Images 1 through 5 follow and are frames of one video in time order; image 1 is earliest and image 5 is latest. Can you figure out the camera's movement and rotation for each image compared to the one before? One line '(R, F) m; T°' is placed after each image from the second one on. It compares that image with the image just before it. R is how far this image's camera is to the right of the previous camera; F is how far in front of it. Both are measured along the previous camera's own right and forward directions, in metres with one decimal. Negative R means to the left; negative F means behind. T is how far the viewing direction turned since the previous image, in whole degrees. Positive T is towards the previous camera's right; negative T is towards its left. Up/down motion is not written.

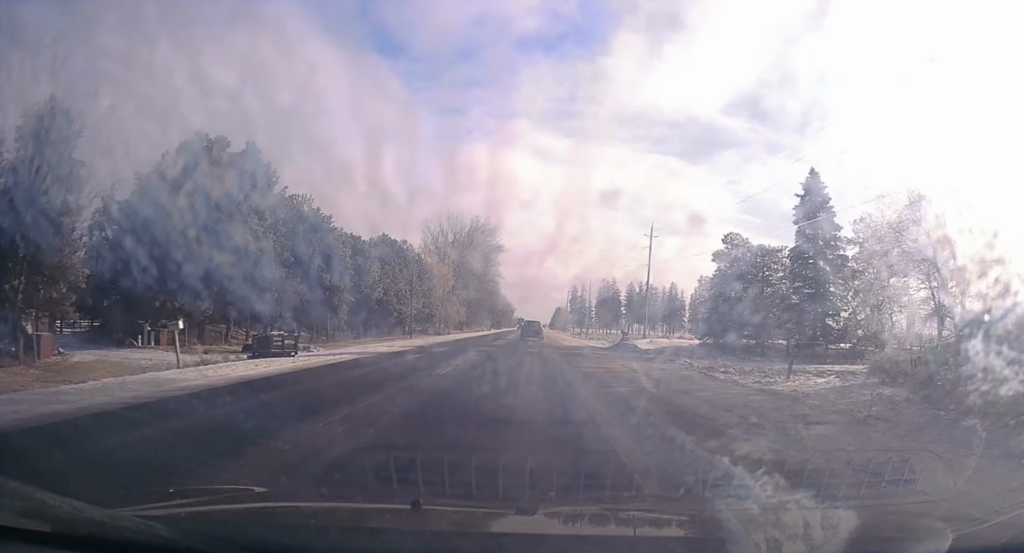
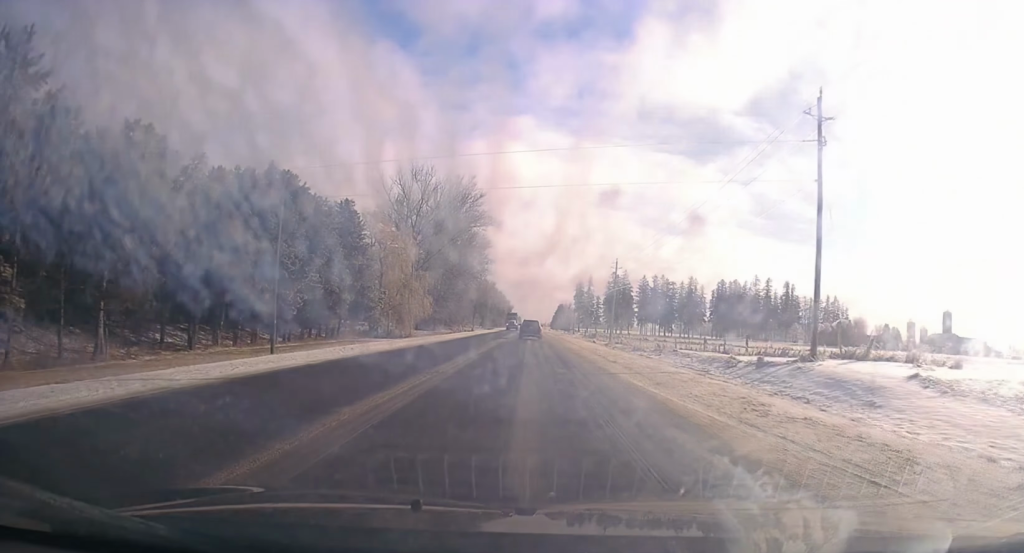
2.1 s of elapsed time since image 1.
(-0.1, +42.4) m; -1°
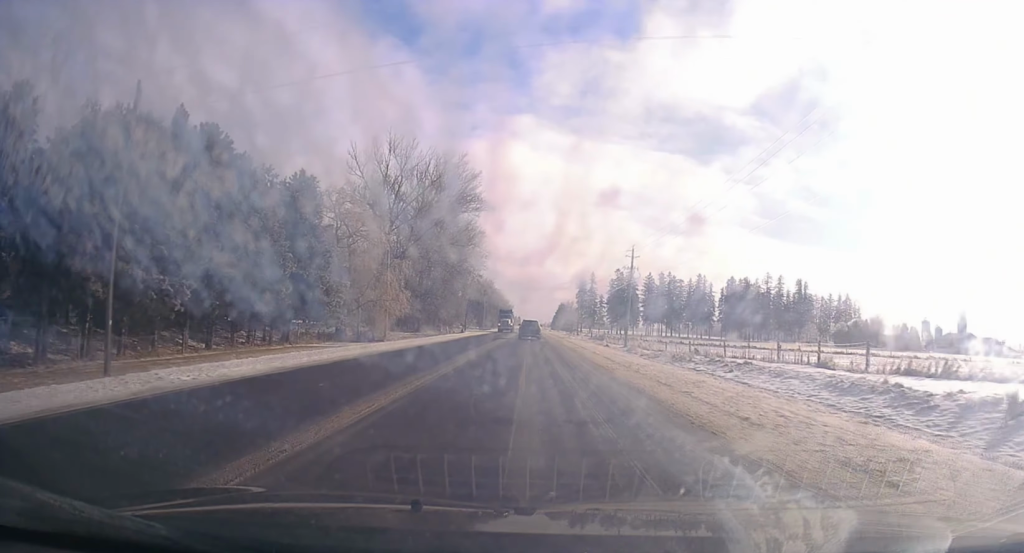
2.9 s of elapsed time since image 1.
(-0.4, +15.4) m; +1°
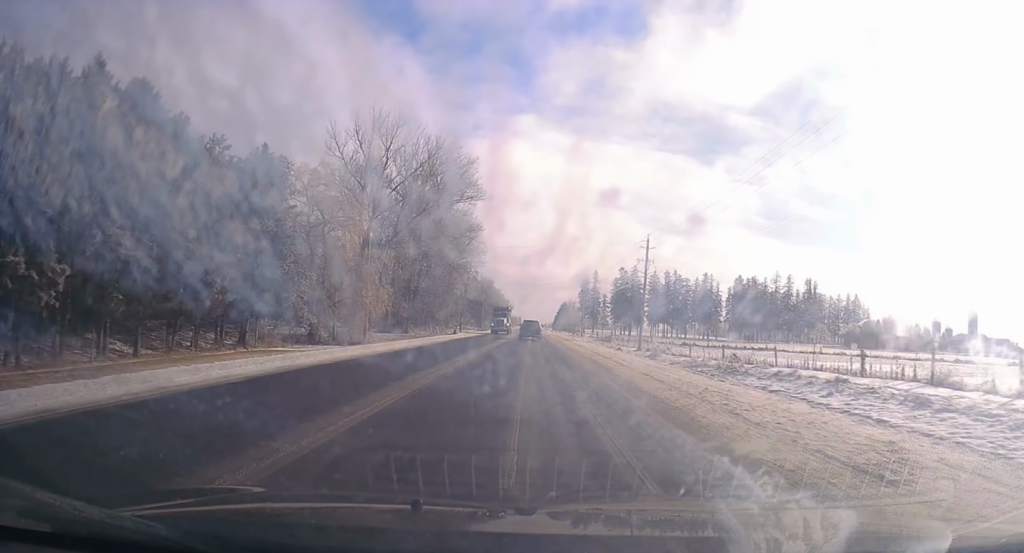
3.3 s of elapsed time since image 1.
(+0.5, +9.4) m; 0°
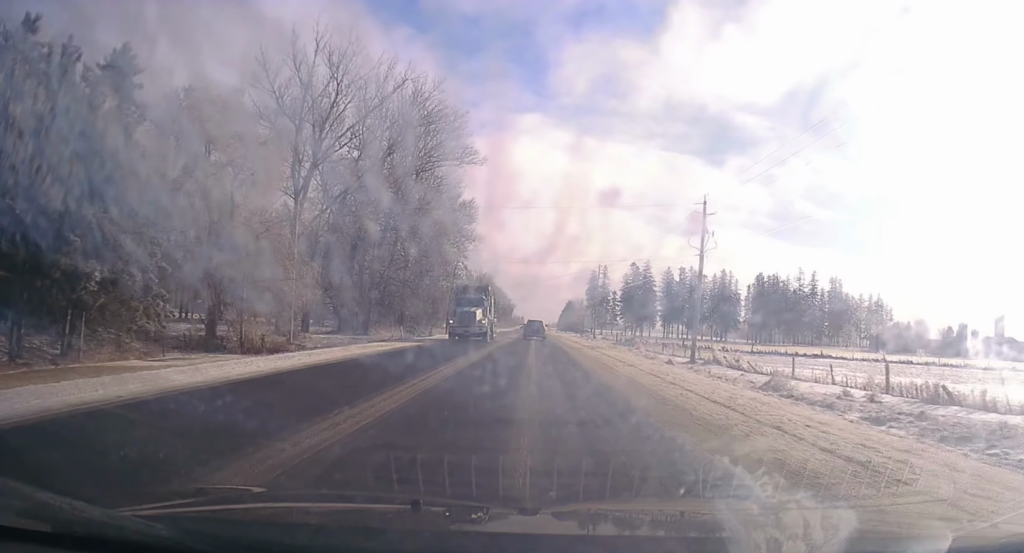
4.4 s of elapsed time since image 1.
(-0.1, +22.1) m; -1°
